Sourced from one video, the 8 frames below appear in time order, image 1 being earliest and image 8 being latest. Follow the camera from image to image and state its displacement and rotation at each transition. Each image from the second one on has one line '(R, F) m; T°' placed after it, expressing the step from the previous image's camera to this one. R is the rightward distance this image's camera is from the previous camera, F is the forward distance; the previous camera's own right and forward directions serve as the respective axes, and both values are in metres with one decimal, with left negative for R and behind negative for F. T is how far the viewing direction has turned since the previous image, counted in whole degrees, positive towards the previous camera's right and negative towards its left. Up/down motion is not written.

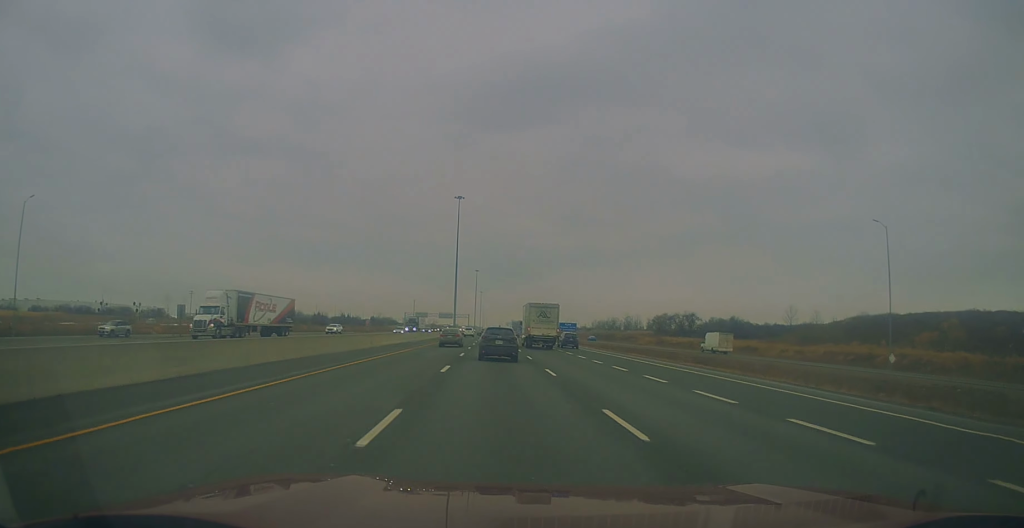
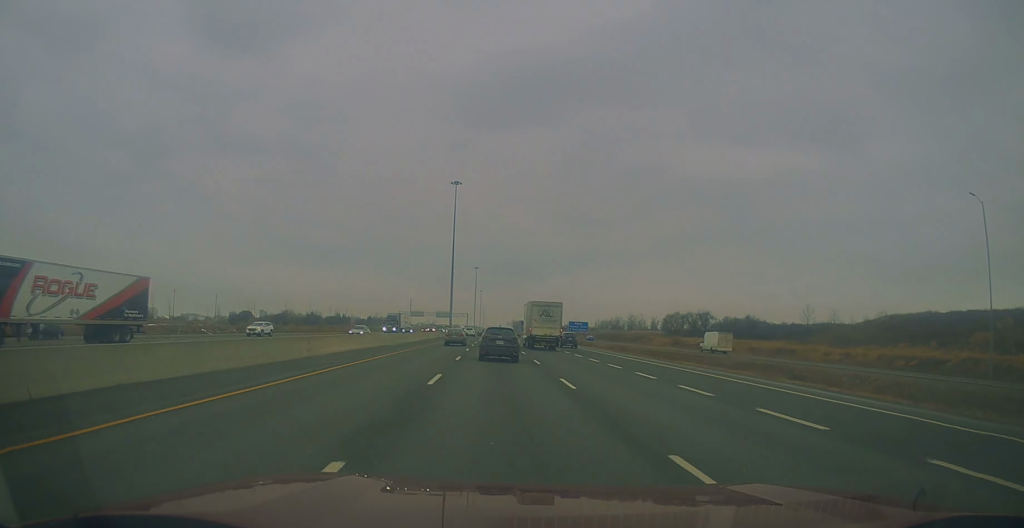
(-0.6, +16.4) m; 0°
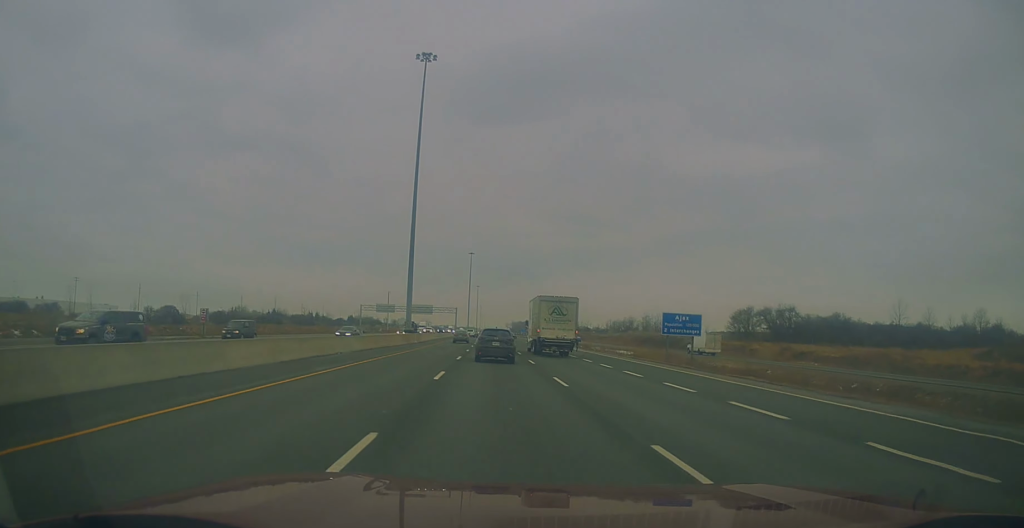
(+2.1, +69.8) m; +2°
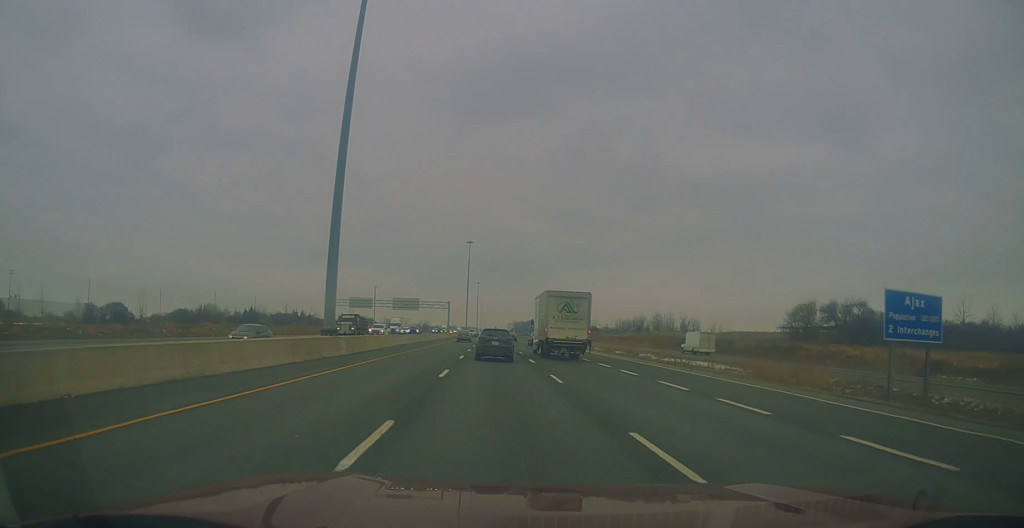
(0.0, +34.6) m; 0°
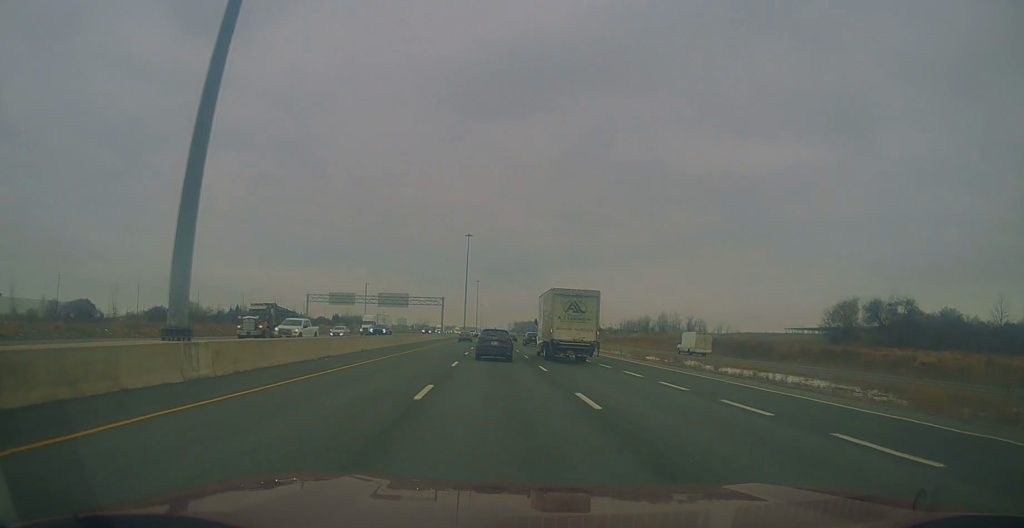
(0.0, +17.8) m; 0°
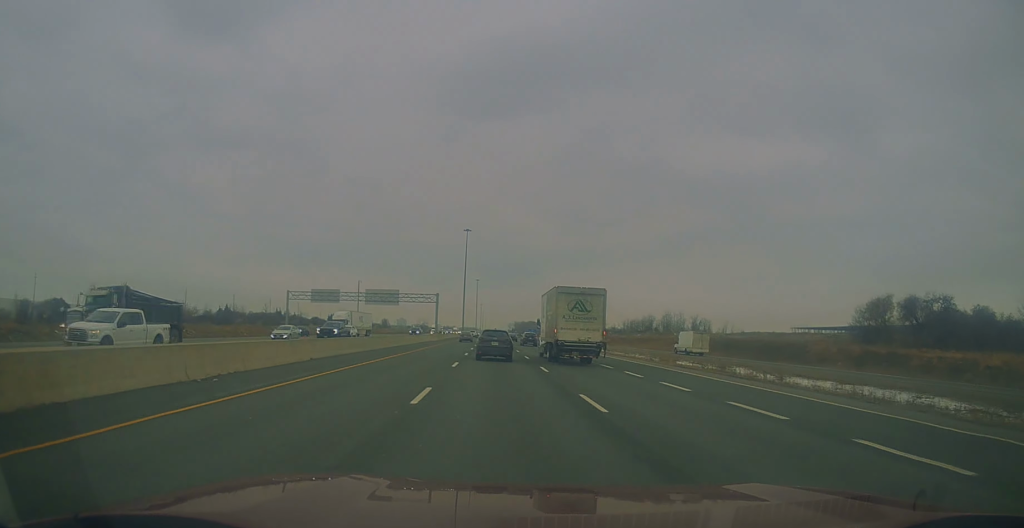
(-0.1, +12.2) m; 0°
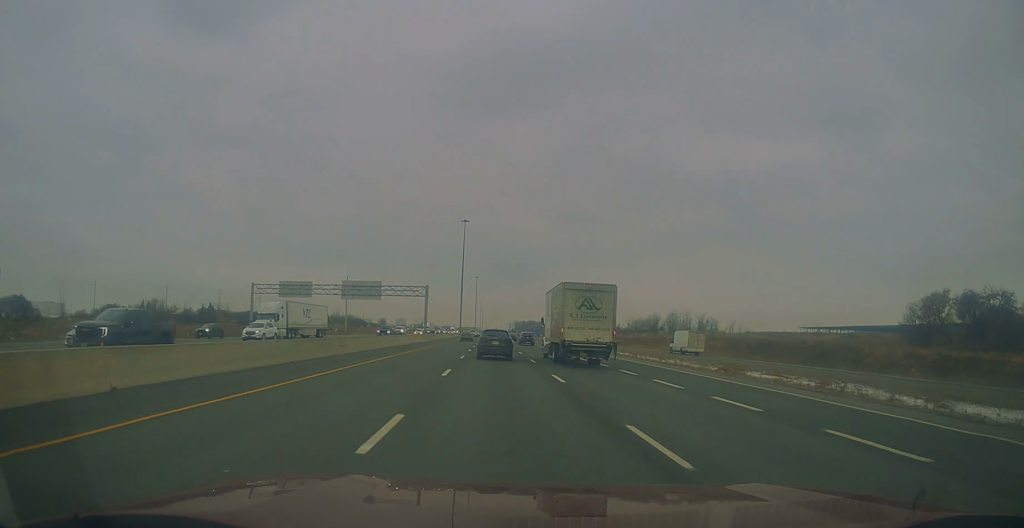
(0.0, +16.9) m; 0°
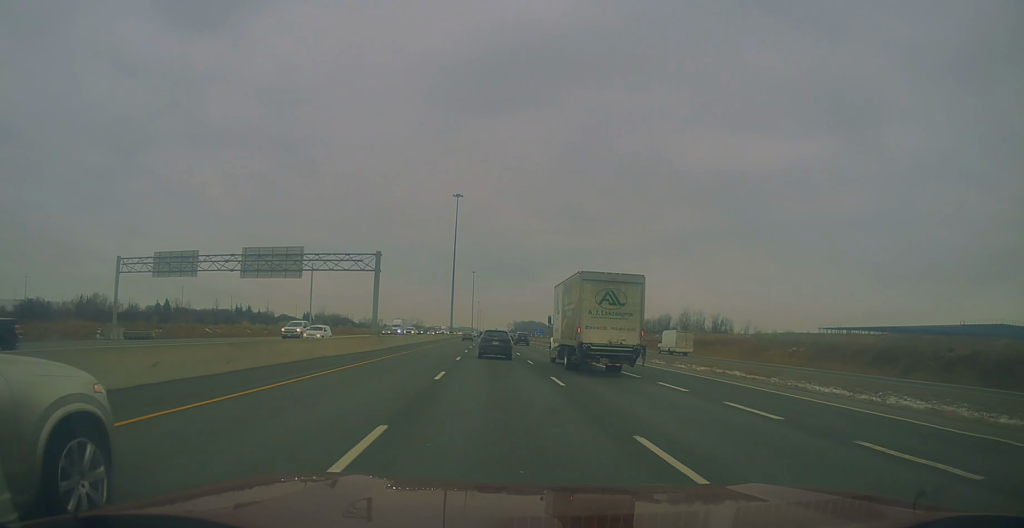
(0.0, +36.7) m; 0°
